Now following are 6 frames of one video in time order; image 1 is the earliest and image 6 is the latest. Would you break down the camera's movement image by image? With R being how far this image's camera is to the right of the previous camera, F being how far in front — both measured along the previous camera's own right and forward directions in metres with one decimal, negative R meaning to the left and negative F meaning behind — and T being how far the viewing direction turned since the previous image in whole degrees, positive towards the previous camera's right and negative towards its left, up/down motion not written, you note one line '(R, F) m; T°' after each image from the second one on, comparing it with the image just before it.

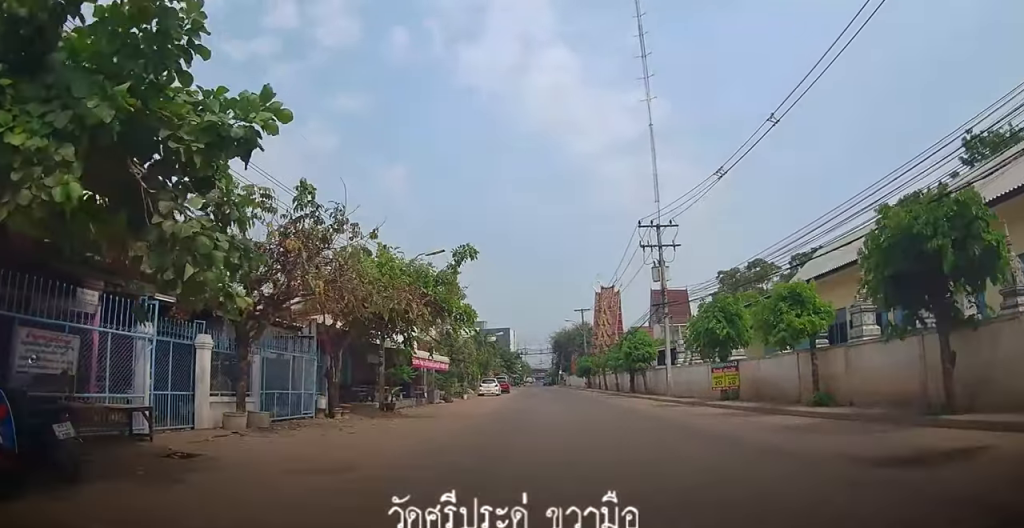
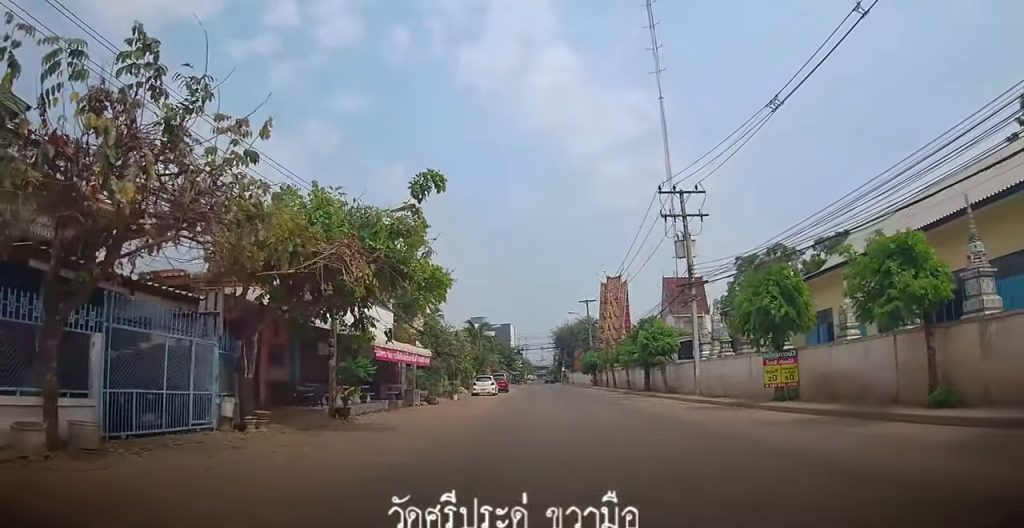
(0.0, +6.2) m; 0°
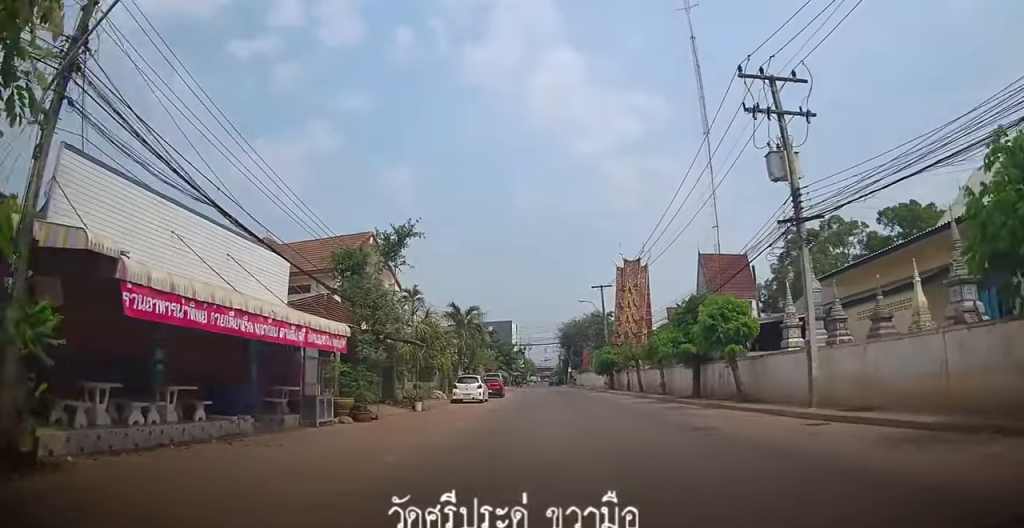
(0.0, +12.4) m; 0°
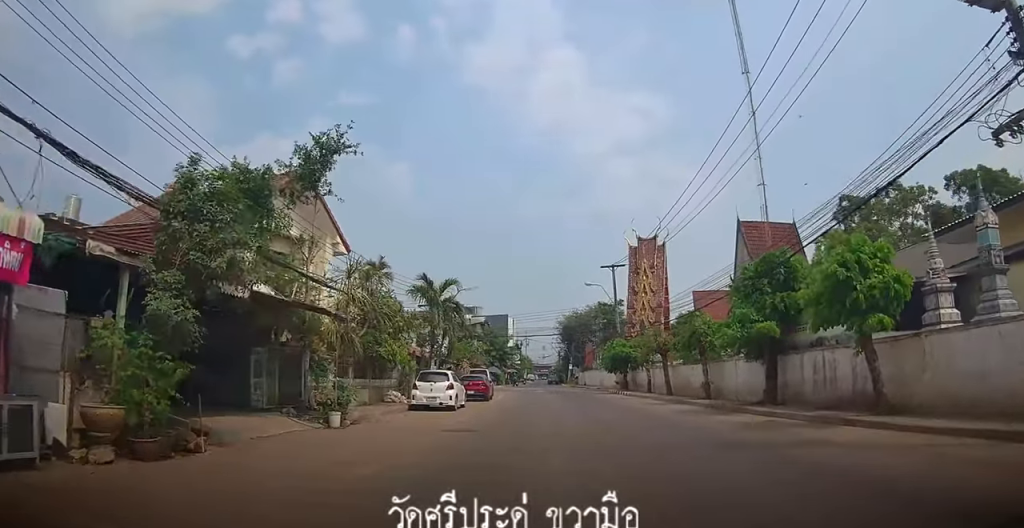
(0.0, +10.0) m; 0°
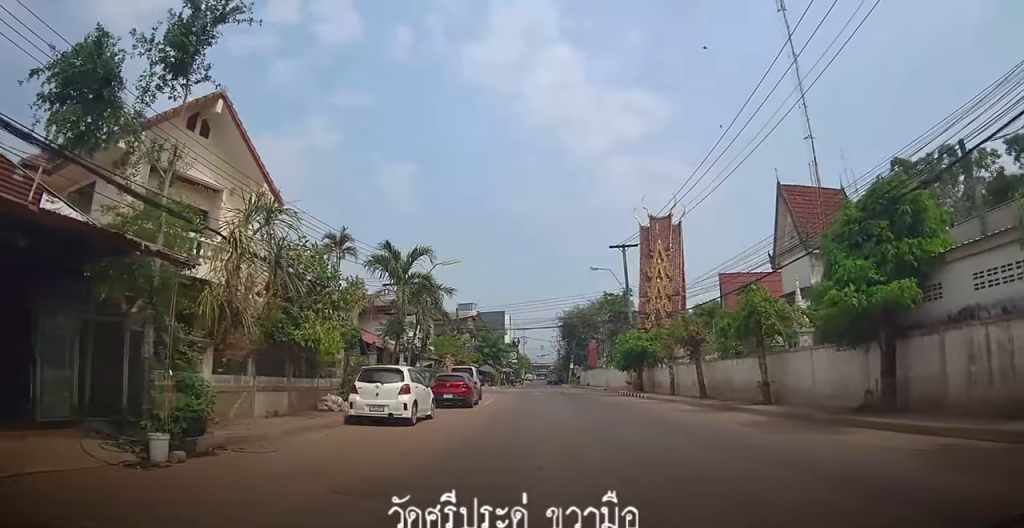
(0.0, +7.2) m; 0°
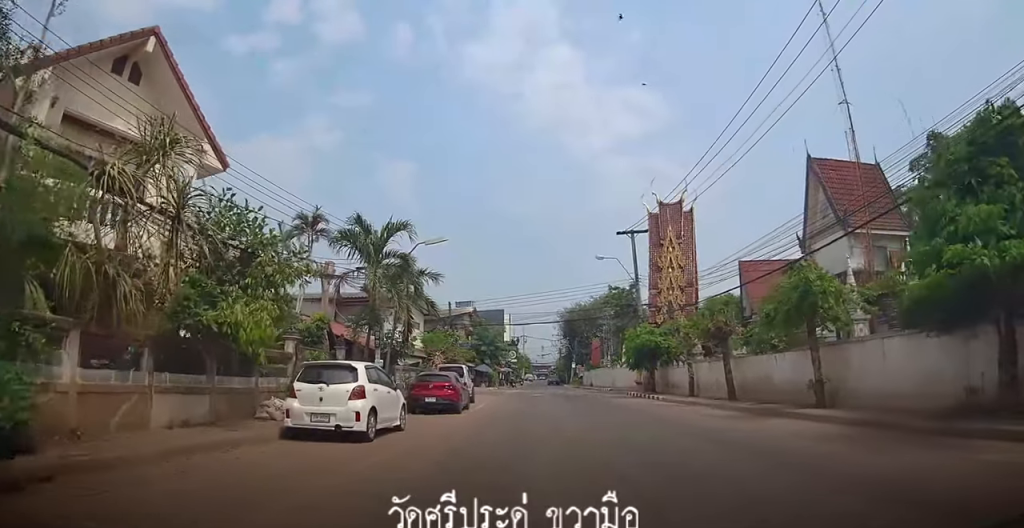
(0.0, +3.9) m; 0°
